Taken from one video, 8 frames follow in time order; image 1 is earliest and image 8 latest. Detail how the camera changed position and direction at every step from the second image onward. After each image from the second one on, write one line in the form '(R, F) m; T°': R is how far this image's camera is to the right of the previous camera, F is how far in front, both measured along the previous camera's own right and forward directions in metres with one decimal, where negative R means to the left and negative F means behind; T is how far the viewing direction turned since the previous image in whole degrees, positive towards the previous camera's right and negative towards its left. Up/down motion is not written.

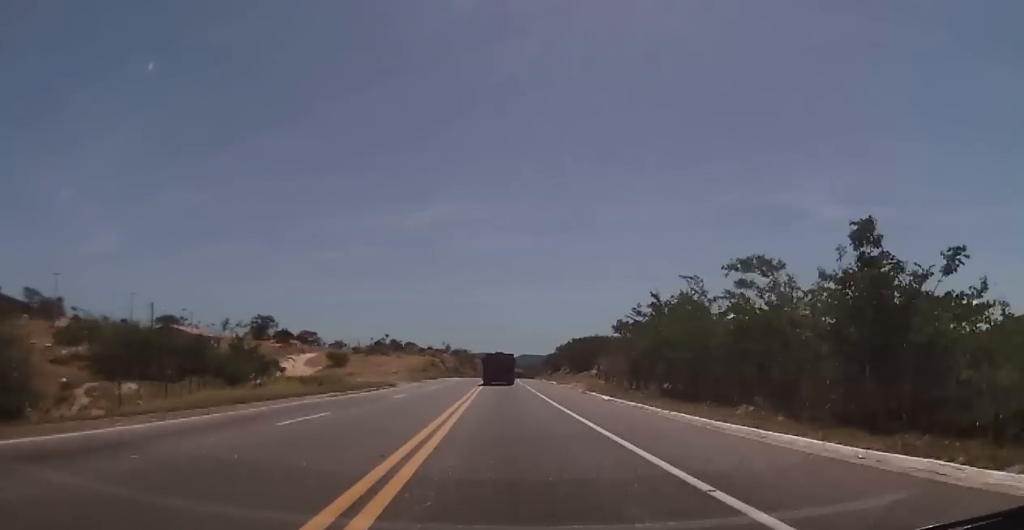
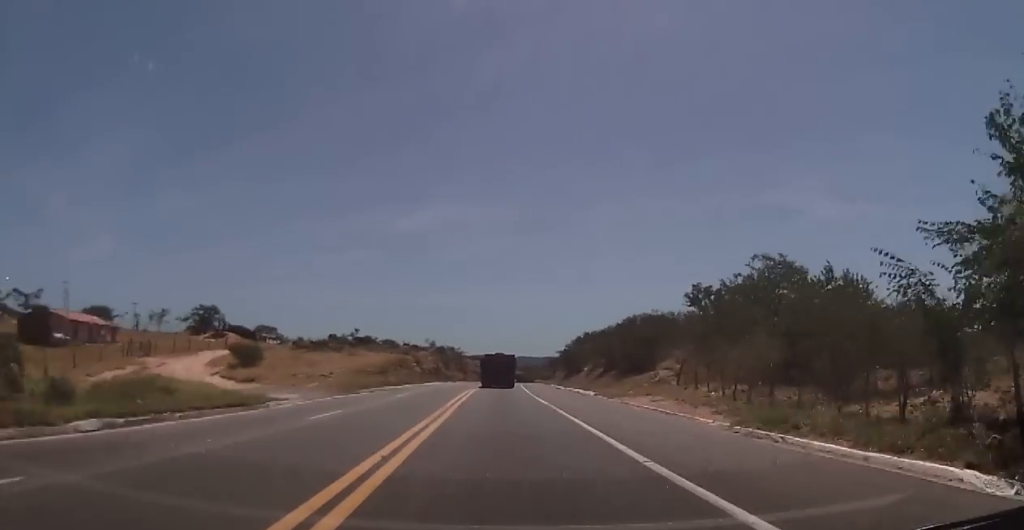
(-0.1, +29.4) m; +1°
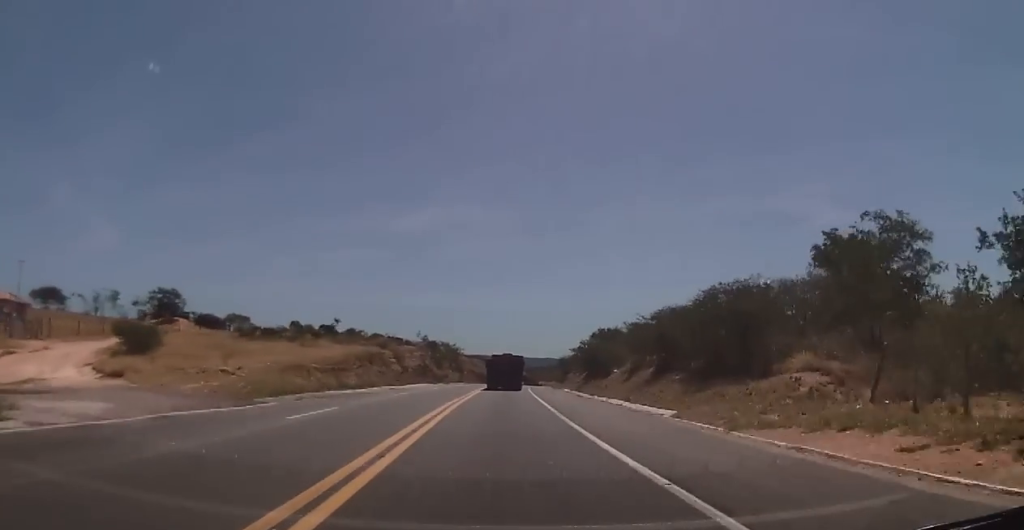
(+0.3, +17.4) m; 0°
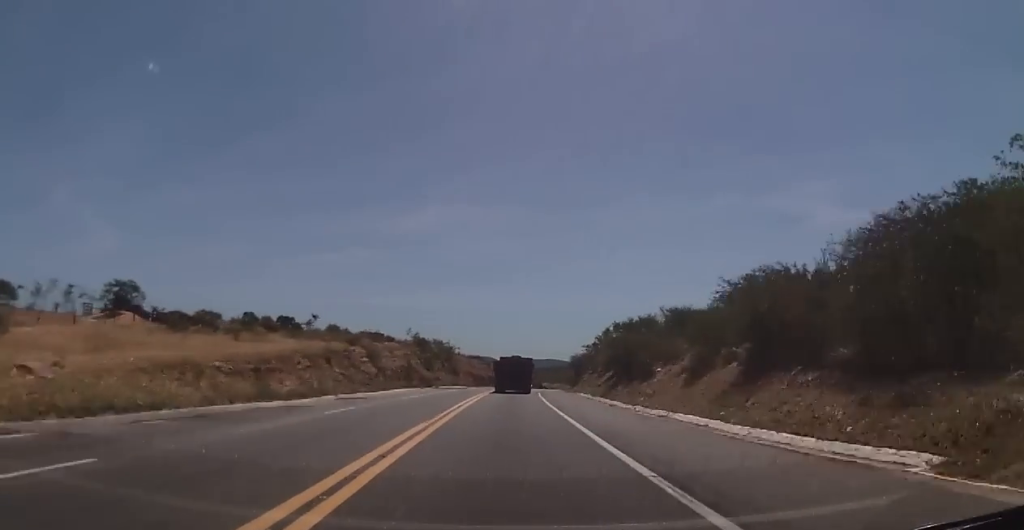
(+0.1, +13.9) m; 0°
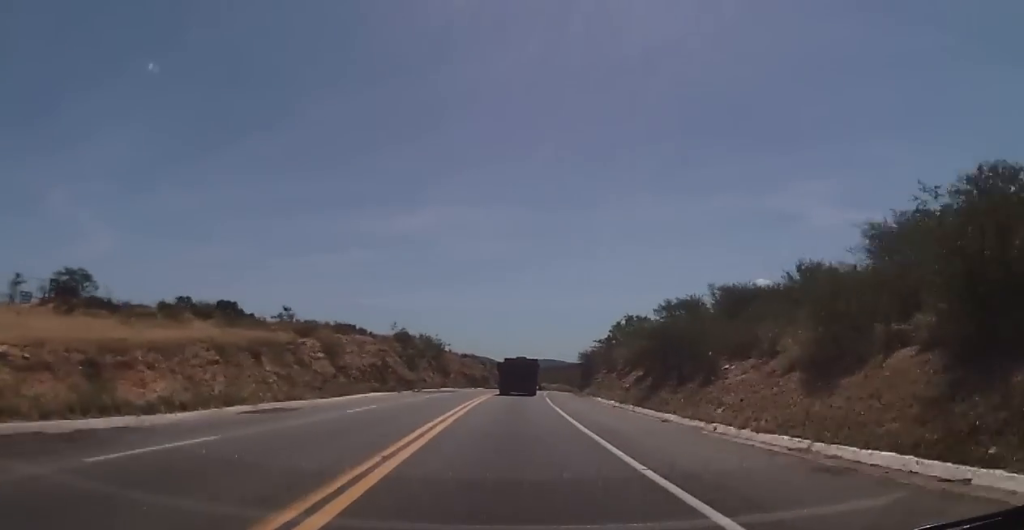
(-0.3, +12.1) m; 0°
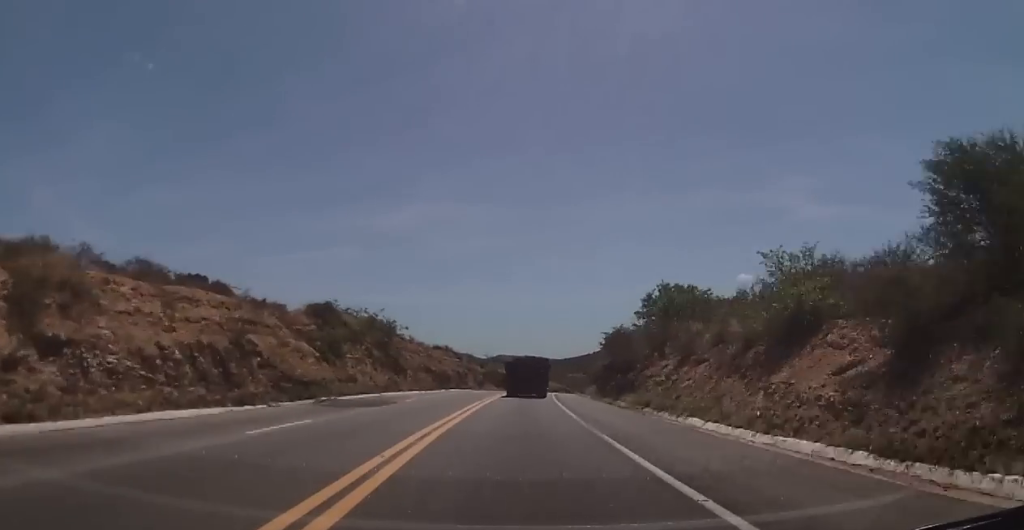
(+0.2, +26.6) m; +1°
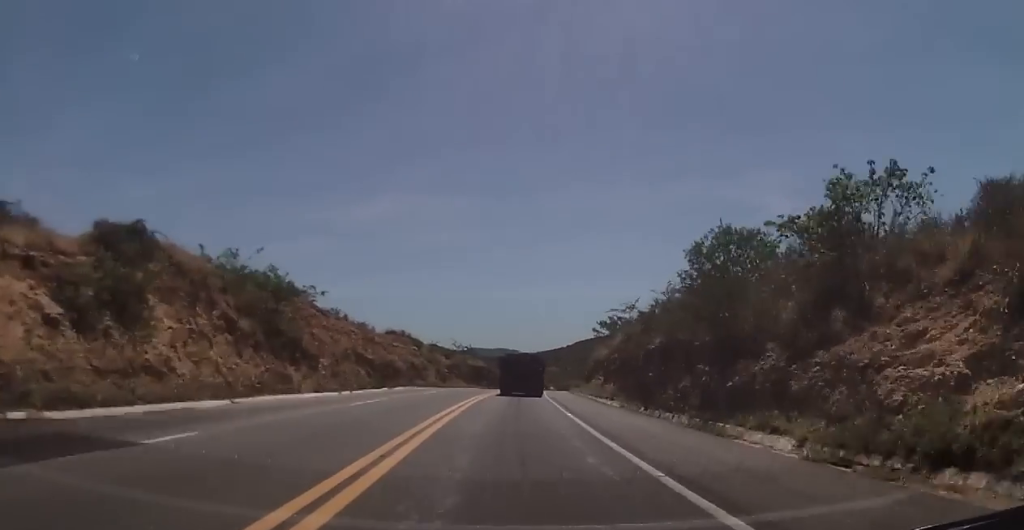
(+0.2, +22.1) m; +1°
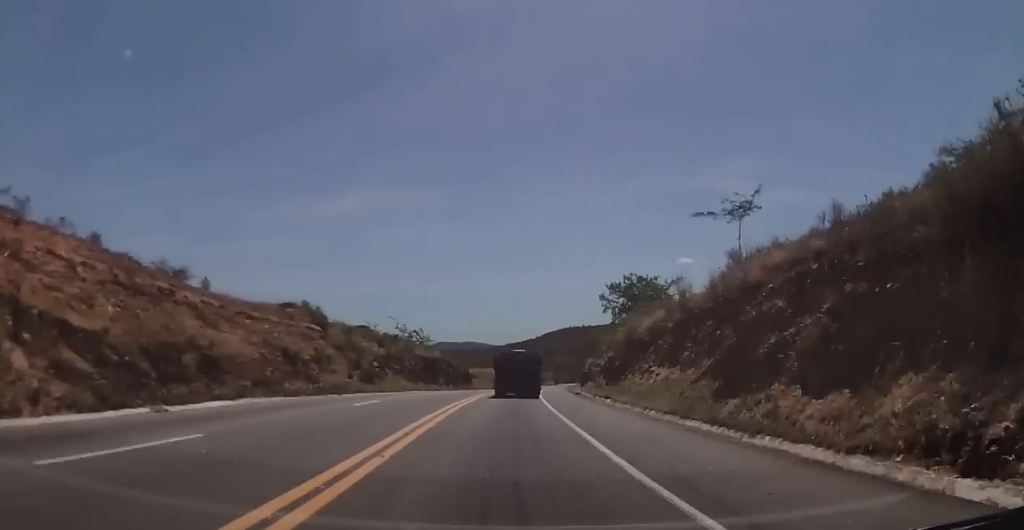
(+0.5, +32.8) m; +3°
